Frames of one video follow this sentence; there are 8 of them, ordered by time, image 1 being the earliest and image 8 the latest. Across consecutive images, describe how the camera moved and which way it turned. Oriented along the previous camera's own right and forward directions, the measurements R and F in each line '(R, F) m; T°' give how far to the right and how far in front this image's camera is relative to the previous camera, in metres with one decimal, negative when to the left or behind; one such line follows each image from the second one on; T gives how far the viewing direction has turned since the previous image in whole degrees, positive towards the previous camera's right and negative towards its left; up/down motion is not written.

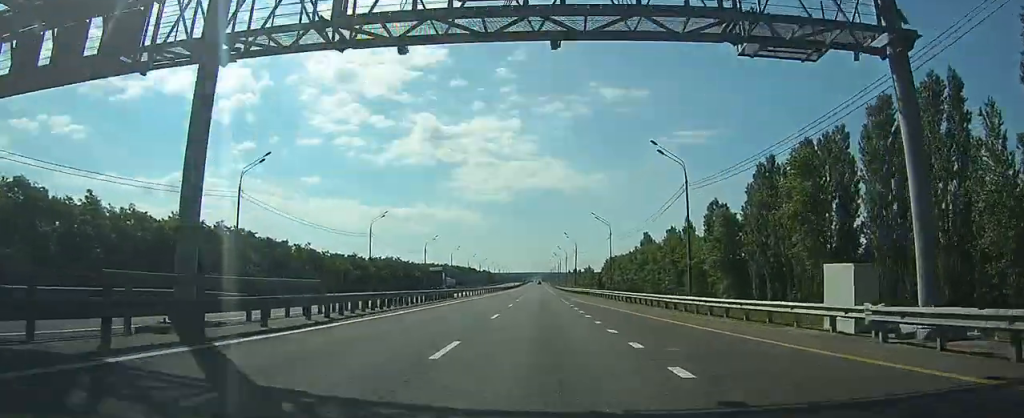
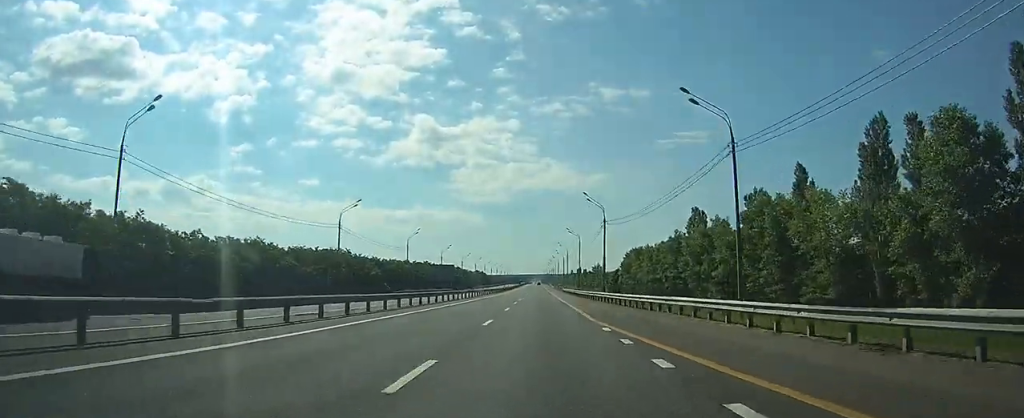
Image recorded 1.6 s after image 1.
(0.0, +50.7) m; 0°
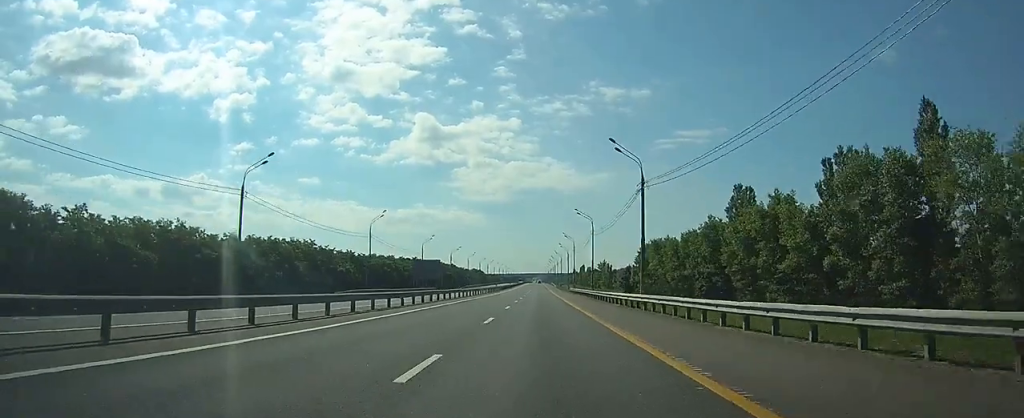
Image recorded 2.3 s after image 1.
(0.0, +23.3) m; 0°
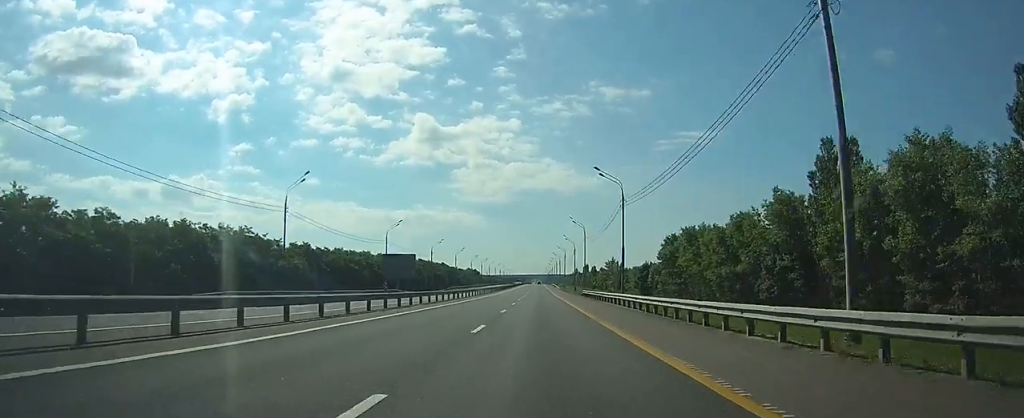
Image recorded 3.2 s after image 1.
(0.0, +27.6) m; 0°
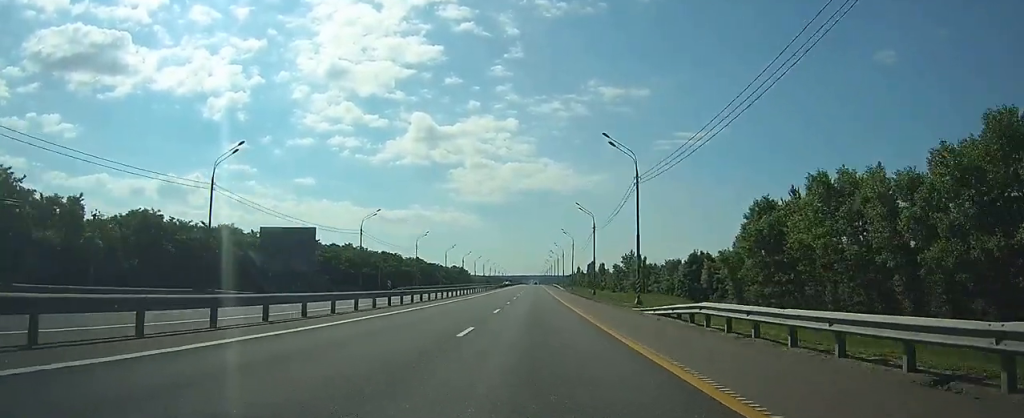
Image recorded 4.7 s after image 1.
(+0.1, +48.8) m; 0°
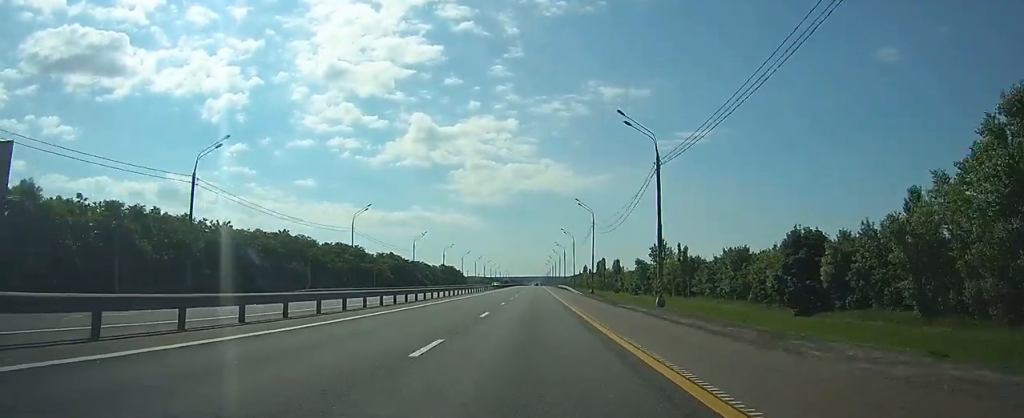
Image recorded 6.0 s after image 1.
(+0.1, +40.1) m; 0°
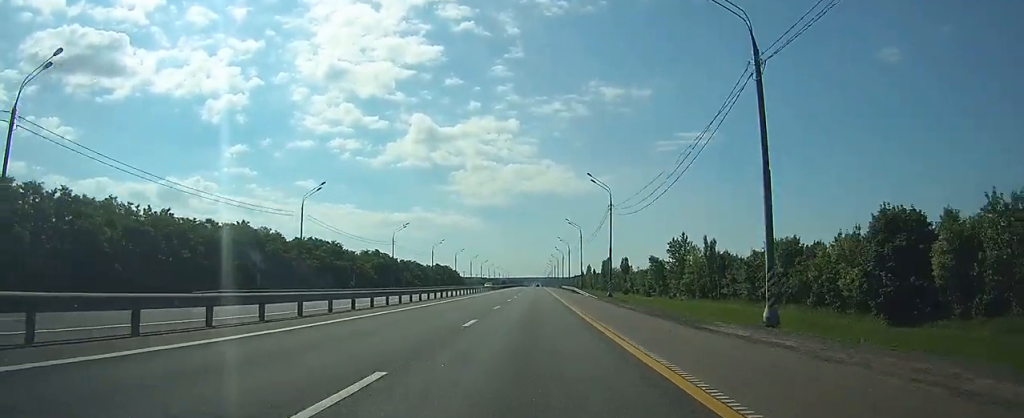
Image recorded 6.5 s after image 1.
(0.0, +16.8) m; 0°
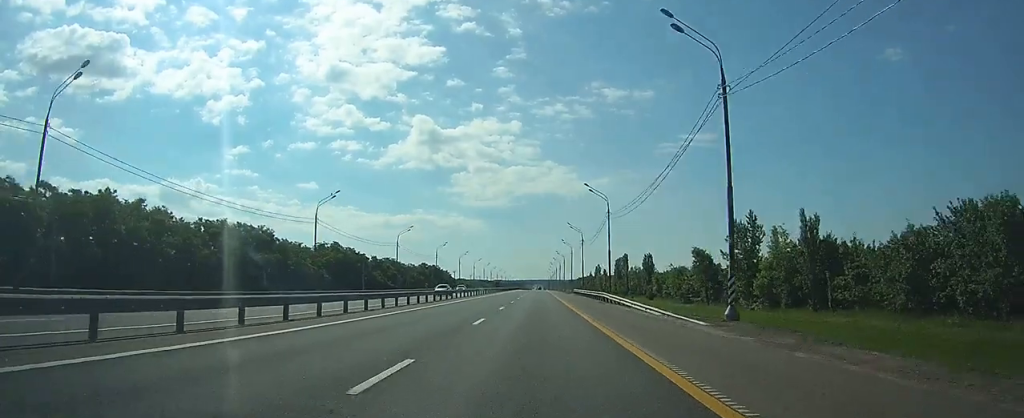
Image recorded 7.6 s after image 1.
(-0.1, +34.4) m; 0°
